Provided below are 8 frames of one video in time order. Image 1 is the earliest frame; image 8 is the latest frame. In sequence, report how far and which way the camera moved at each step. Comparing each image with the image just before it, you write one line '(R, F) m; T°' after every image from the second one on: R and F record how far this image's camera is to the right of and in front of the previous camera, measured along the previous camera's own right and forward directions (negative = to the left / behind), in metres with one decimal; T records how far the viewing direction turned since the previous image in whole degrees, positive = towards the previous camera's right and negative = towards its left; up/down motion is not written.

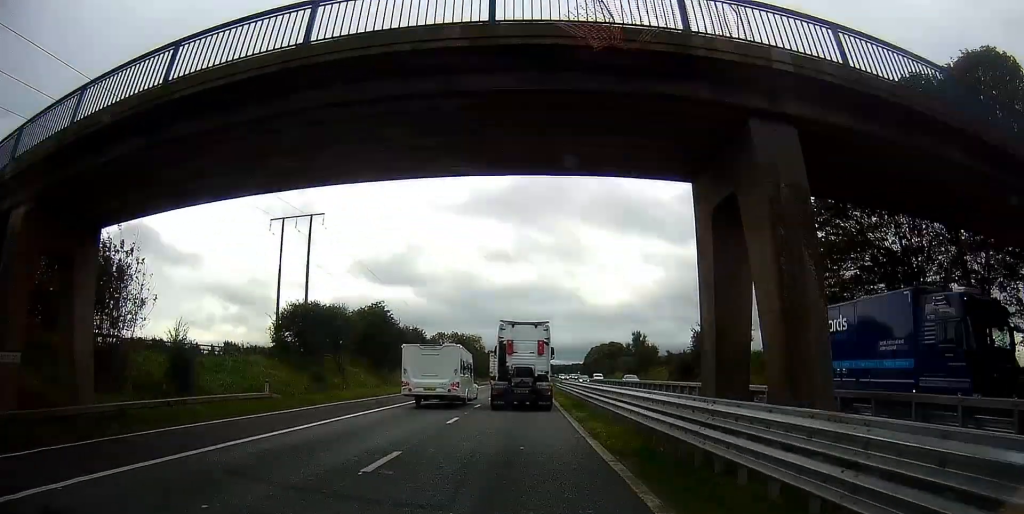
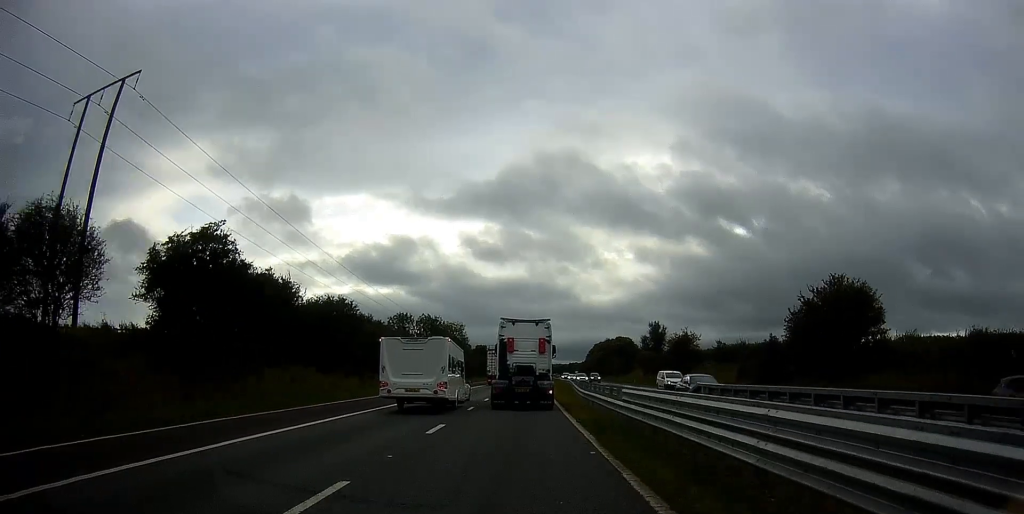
(+0.2, +29.9) m; 0°
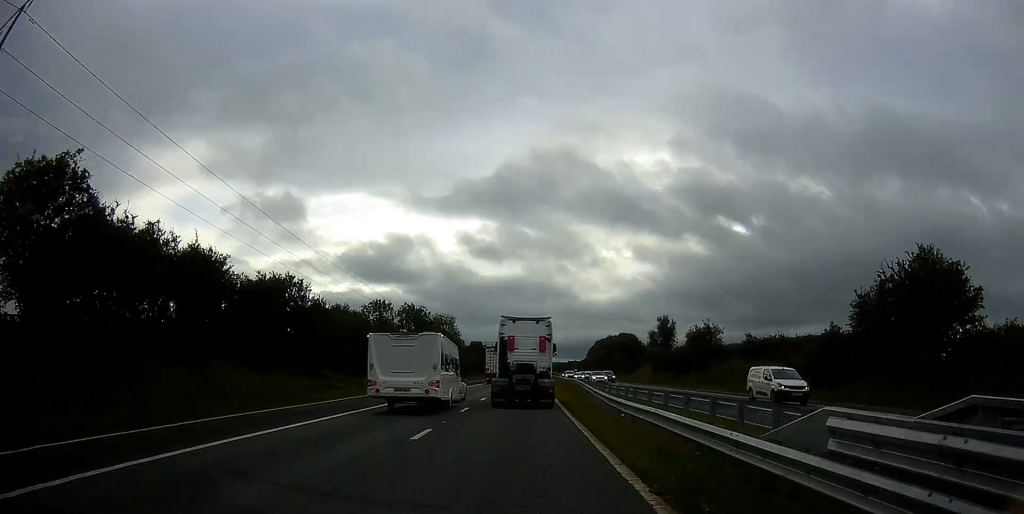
(0.0, +11.0) m; 0°
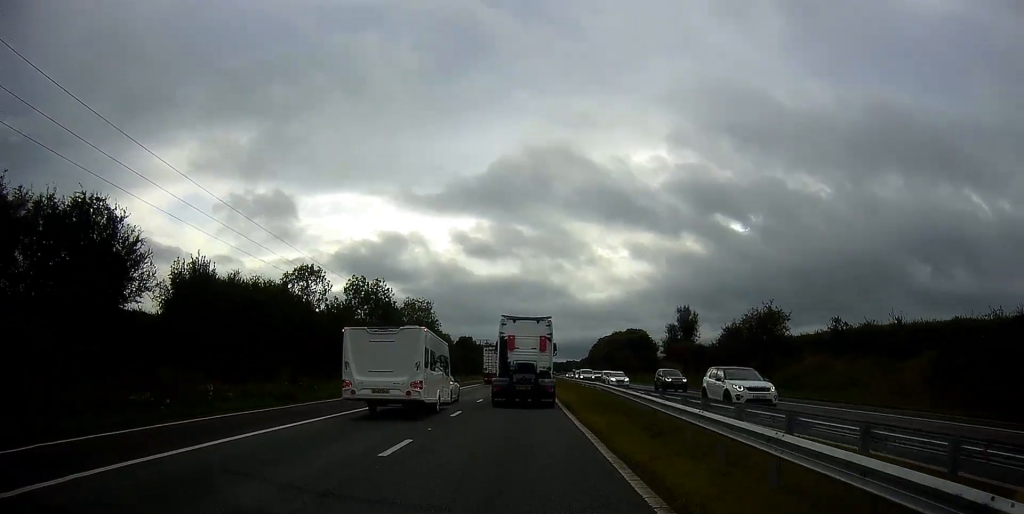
(0.0, +20.5) m; +1°
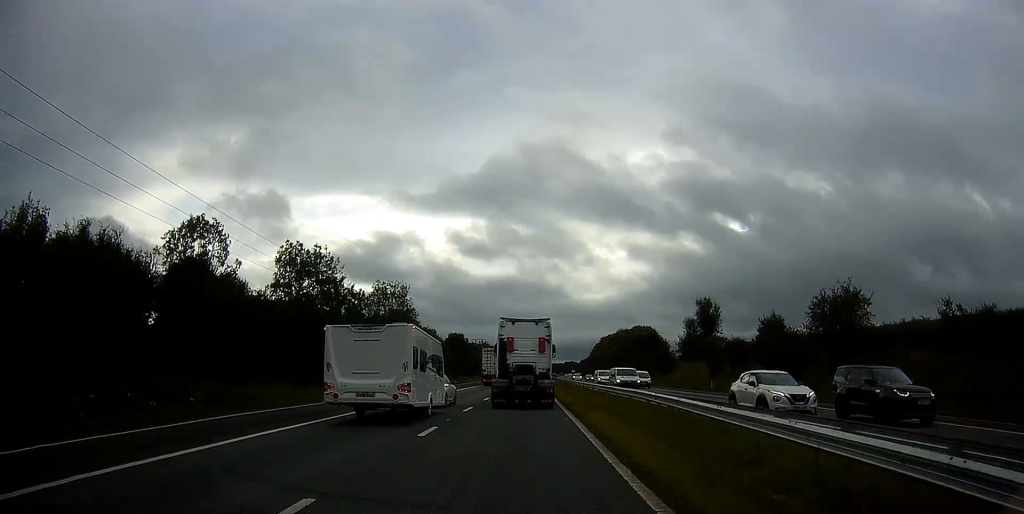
(+0.2, +14.9) m; 0°
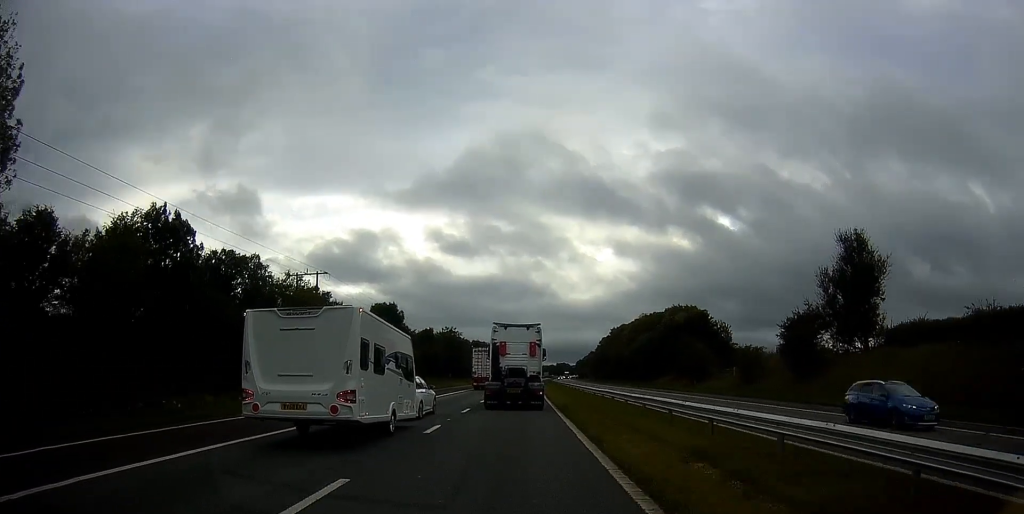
(-0.5, +53.1) m; +1°
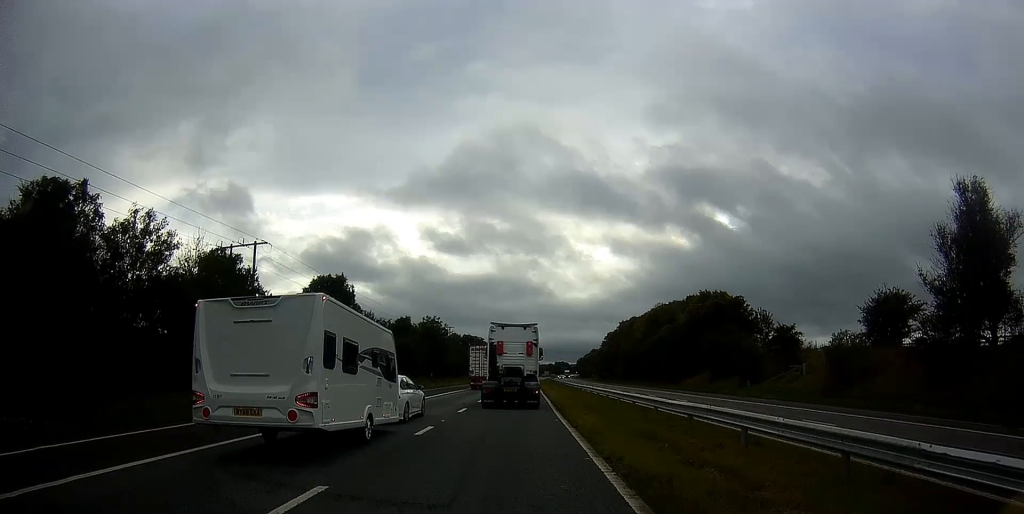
(+0.2, +18.0) m; 0°
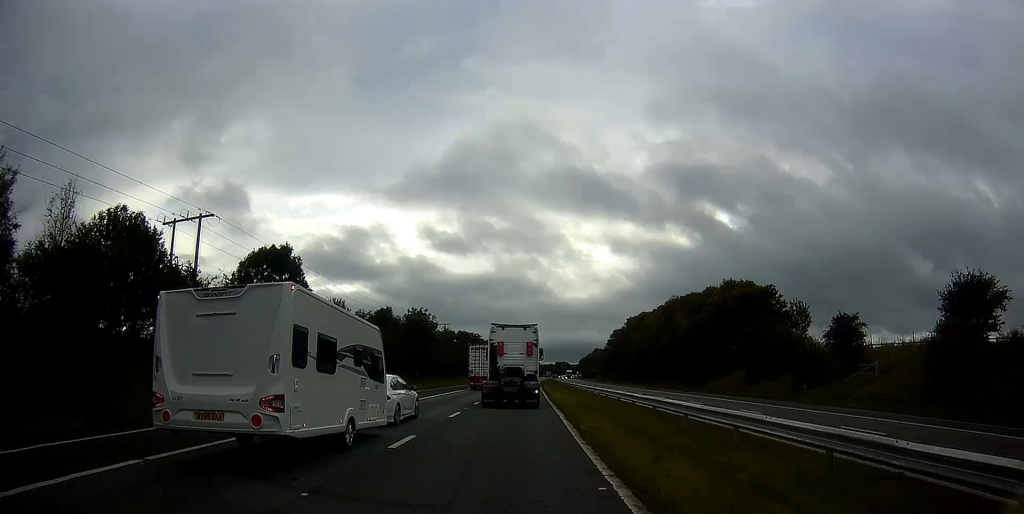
(+0.1, +11.3) m; 0°
